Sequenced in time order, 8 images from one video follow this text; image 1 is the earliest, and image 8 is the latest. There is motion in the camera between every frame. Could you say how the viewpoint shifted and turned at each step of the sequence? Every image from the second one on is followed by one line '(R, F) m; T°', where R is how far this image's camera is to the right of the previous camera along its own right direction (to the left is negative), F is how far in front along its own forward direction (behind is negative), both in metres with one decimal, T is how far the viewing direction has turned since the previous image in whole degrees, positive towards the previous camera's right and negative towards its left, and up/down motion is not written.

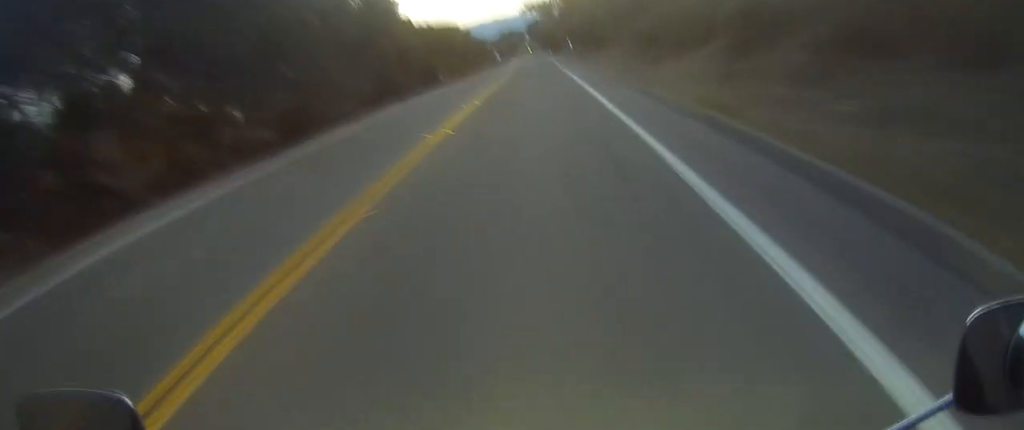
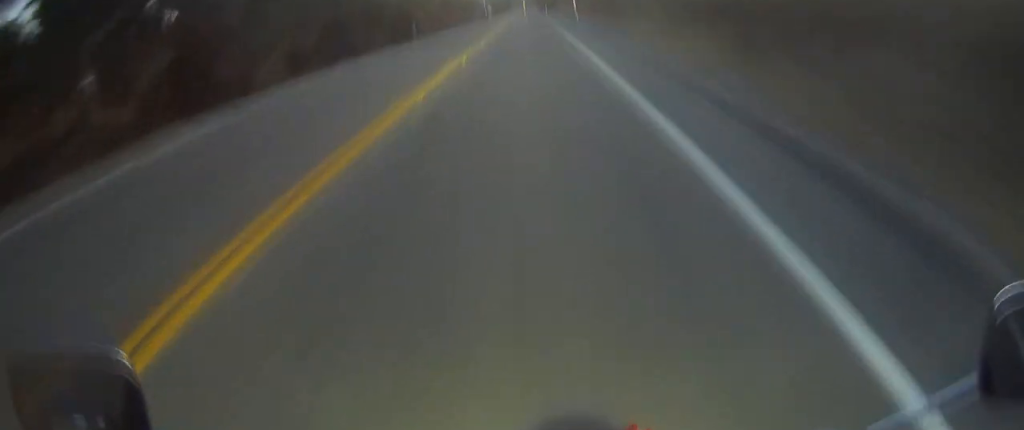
(+0.4, +9.8) m; +2°
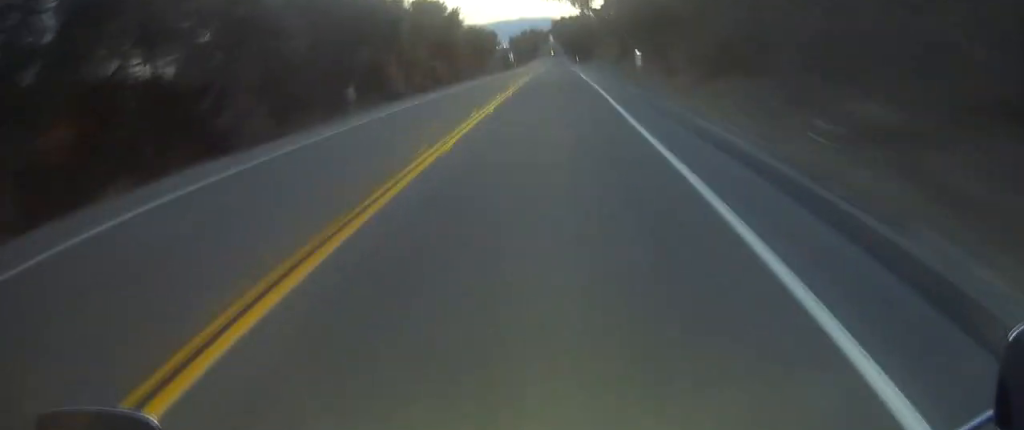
(+0.8, +21.0) m; +2°
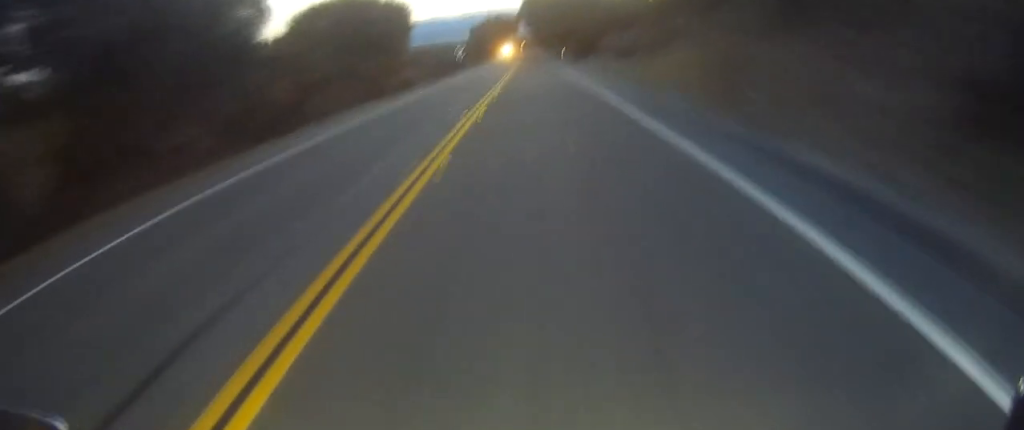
(-0.7, +47.6) m; -2°
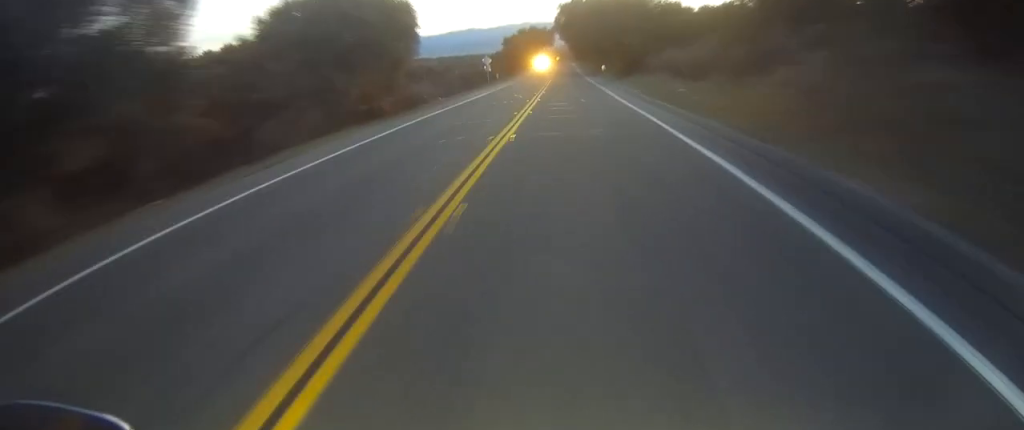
(0.0, +10.0) m; 0°
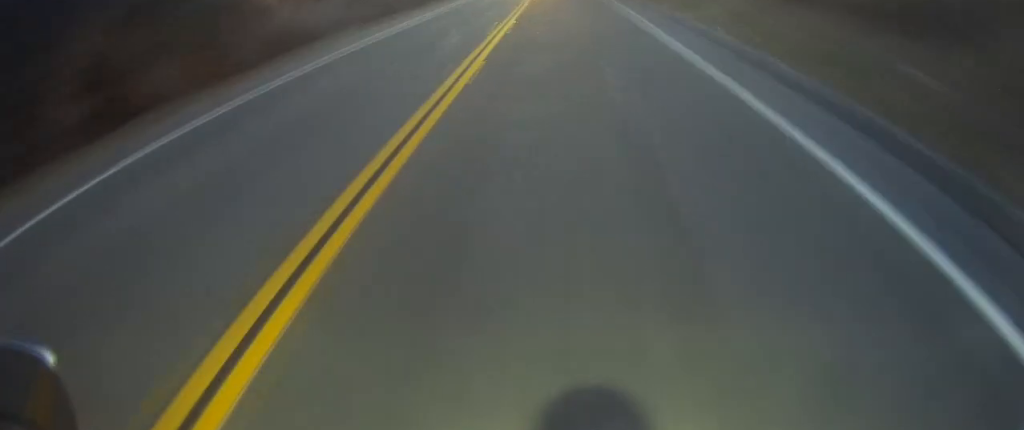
(-0.1, +20.1) m; 0°
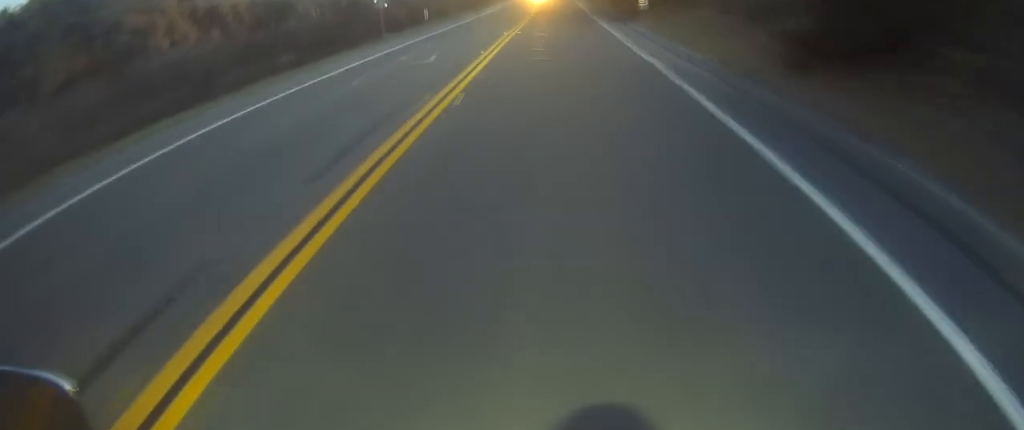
(0.0, +22.7) m; +1°
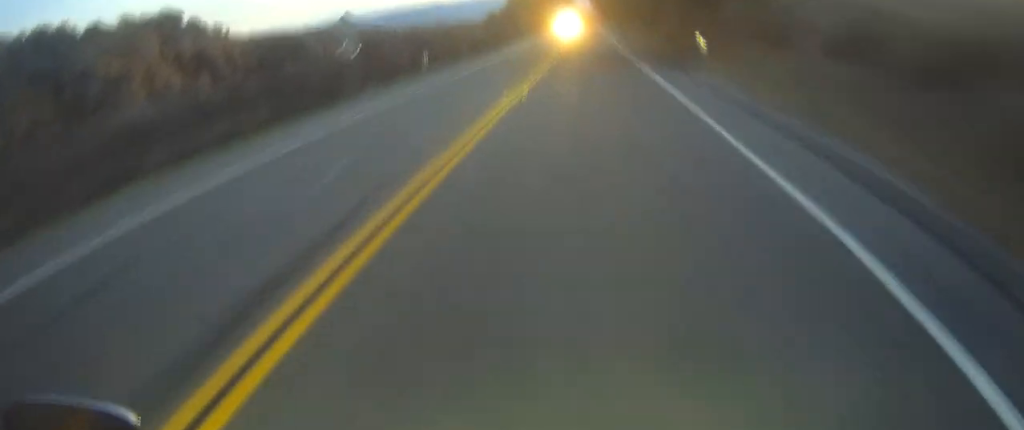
(0.0, +8.3) m; +1°
